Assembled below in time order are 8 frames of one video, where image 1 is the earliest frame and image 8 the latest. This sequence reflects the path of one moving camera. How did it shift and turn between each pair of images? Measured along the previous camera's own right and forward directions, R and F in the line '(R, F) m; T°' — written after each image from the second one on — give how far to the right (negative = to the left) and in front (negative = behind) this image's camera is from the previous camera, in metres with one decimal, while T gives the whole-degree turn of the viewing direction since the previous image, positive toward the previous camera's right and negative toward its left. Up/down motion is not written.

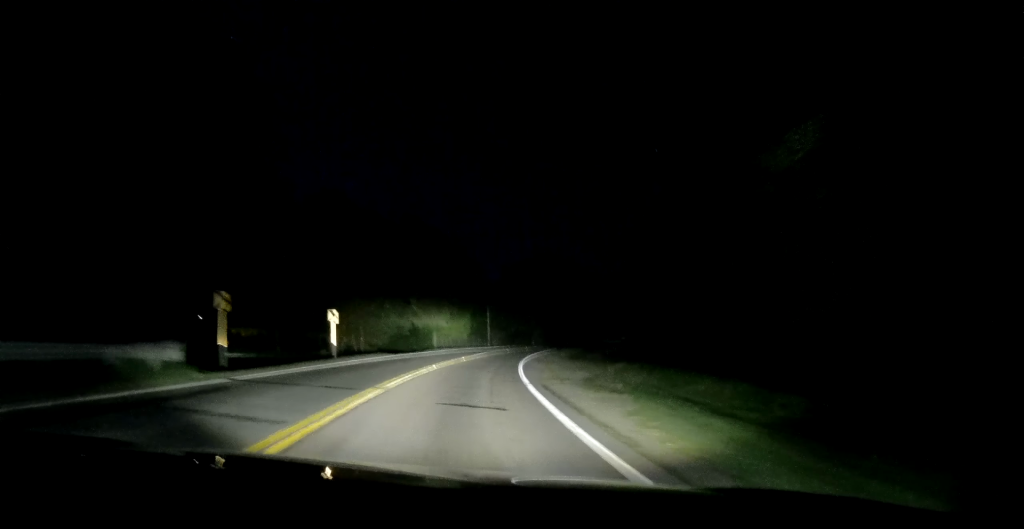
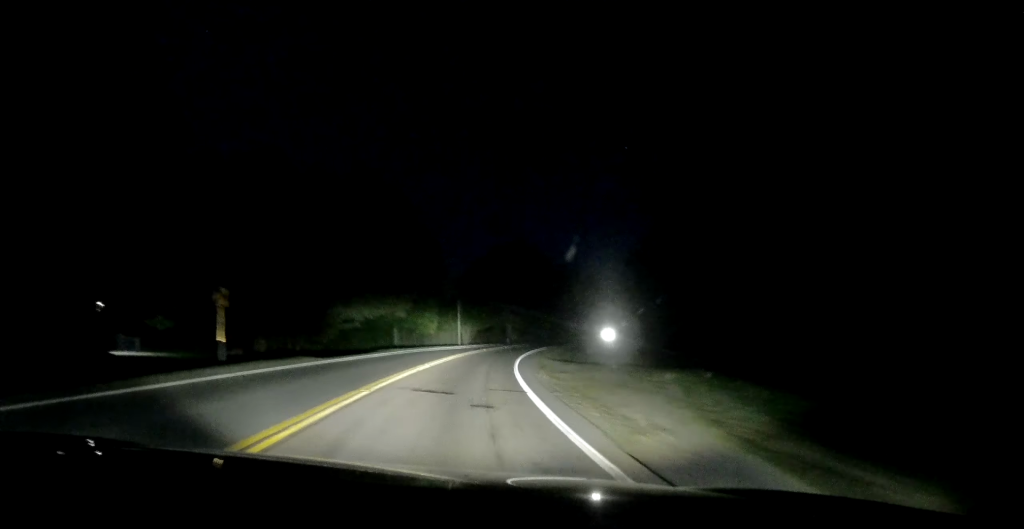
(+0.5, +13.8) m; +3°
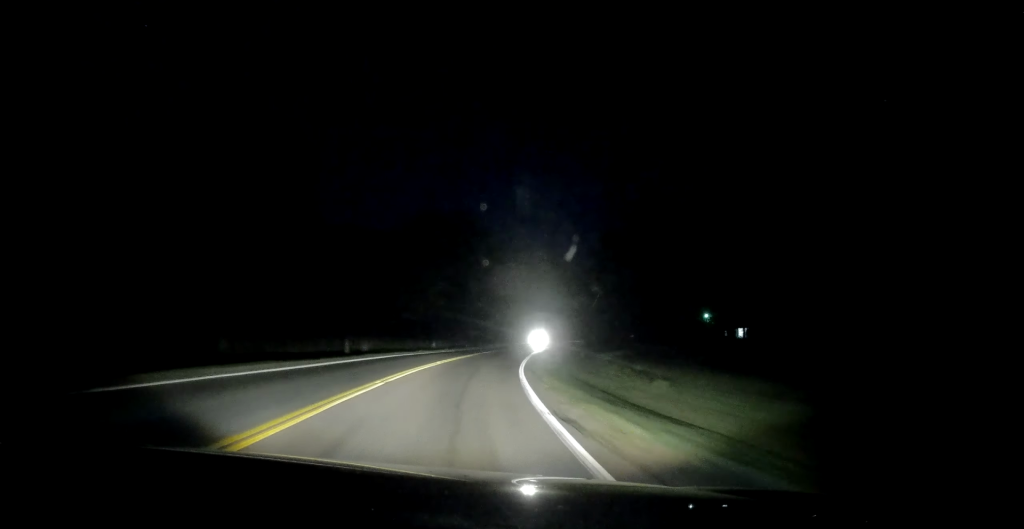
(+2.4, +37.6) m; +11°
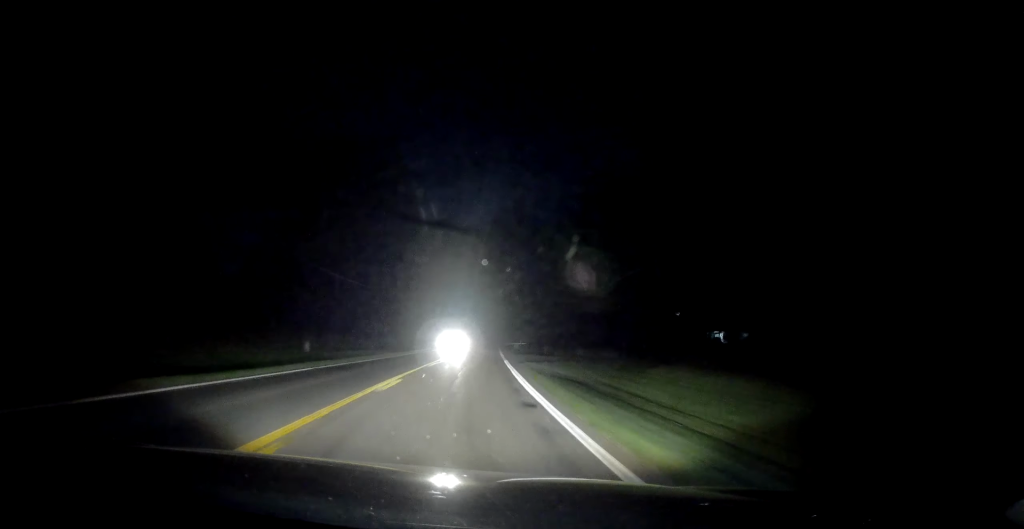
(+4.5, +32.9) m; +11°
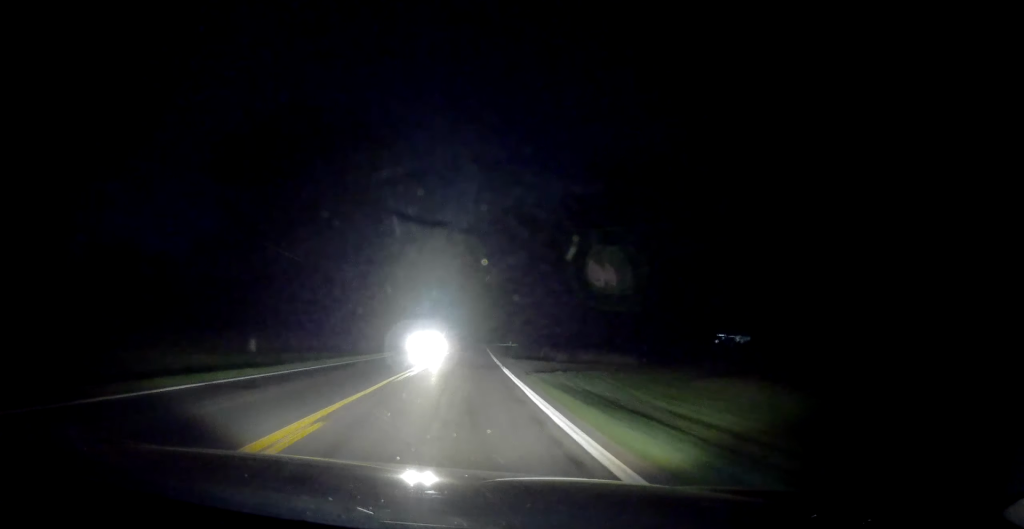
(+0.3, +8.9) m; +1°
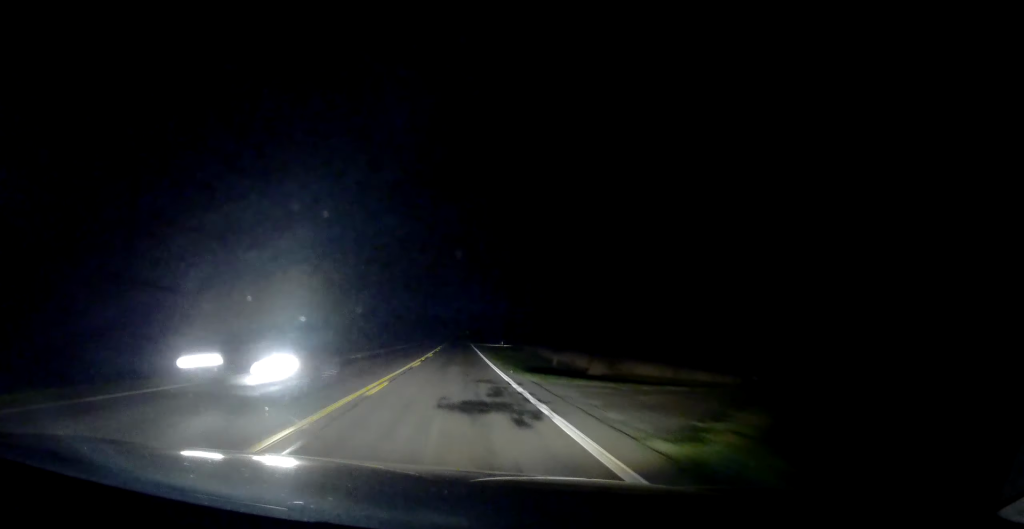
(0.0, +16.6) m; +2°
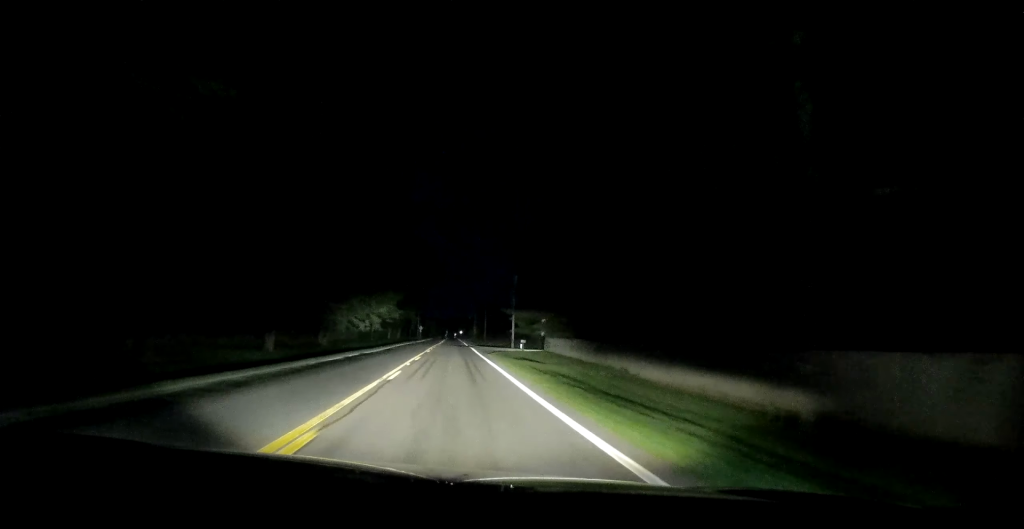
(+1.7, +31.8) m; +4°
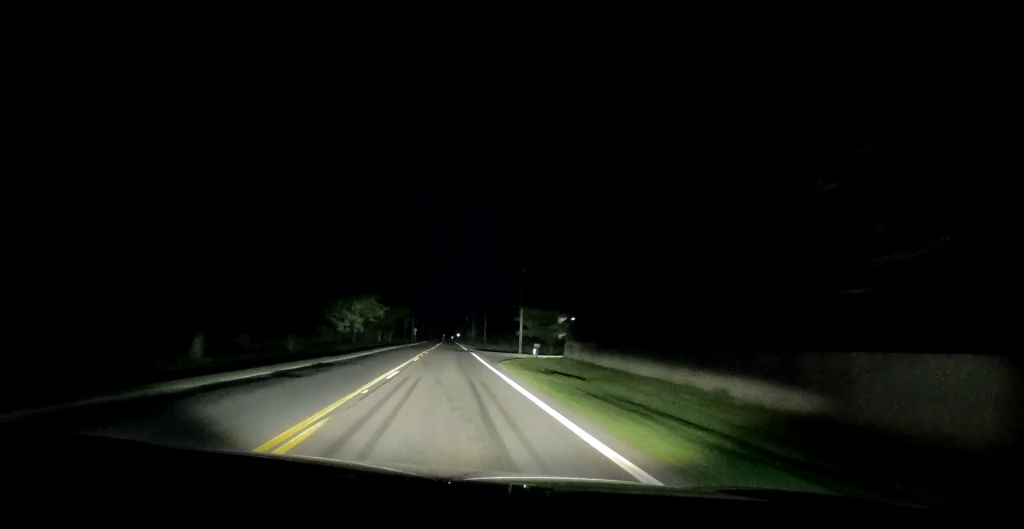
(0.0, +10.6) m; 0°
